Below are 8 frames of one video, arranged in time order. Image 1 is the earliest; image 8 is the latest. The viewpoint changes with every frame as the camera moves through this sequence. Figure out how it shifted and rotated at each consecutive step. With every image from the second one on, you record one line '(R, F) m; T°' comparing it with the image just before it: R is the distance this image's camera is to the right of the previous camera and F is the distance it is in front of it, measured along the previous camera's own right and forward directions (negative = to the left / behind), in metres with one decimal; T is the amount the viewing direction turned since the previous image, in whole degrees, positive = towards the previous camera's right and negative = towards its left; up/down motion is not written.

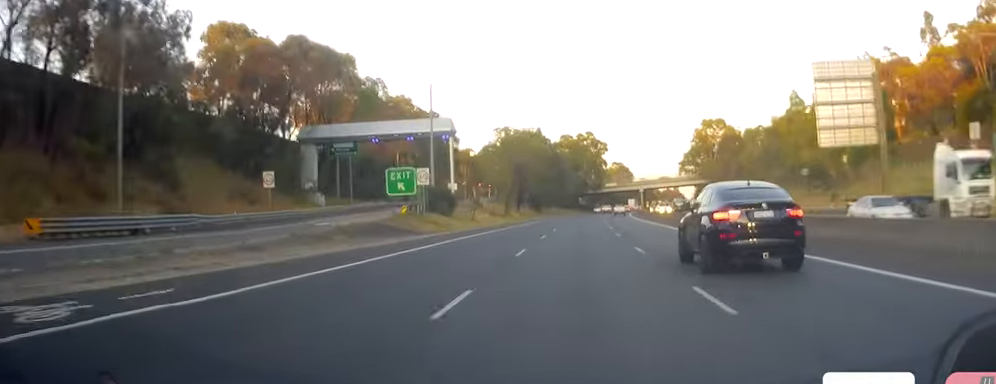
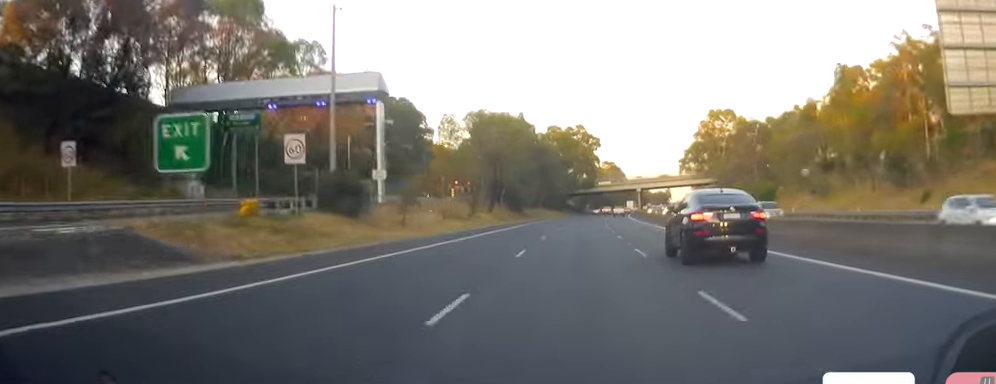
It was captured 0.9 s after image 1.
(+0.4, +24.1) m; +1°
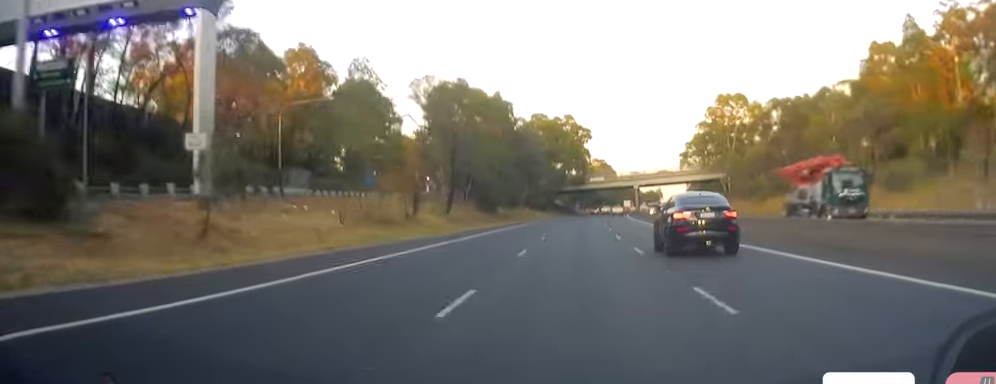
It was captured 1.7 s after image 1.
(+0.2, +23.2) m; +1°
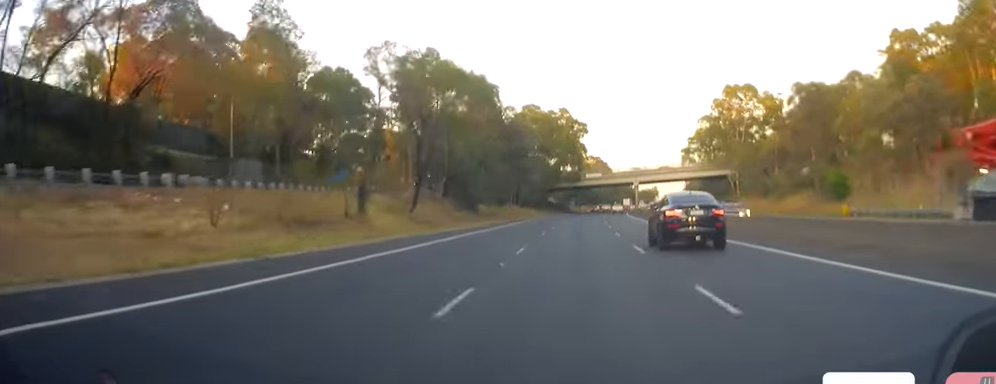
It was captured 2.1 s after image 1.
(-0.1, +12.0) m; 0°
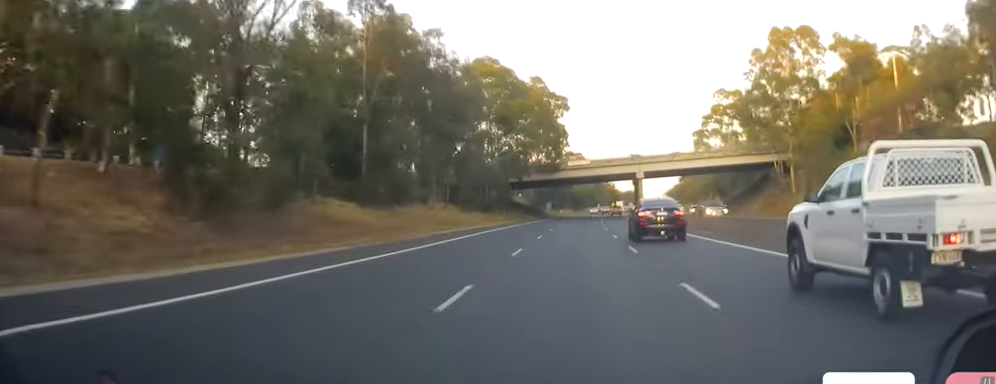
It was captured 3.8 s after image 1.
(+0.9, +46.5) m; +1°
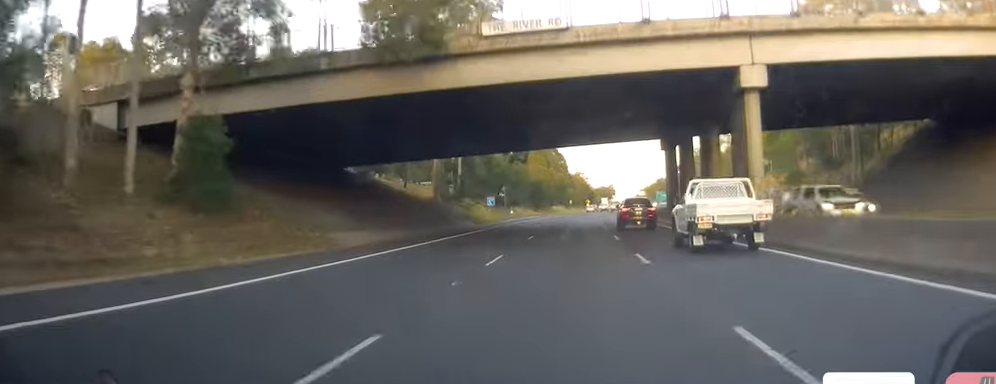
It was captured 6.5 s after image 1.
(+1.4, +76.0) m; +3°
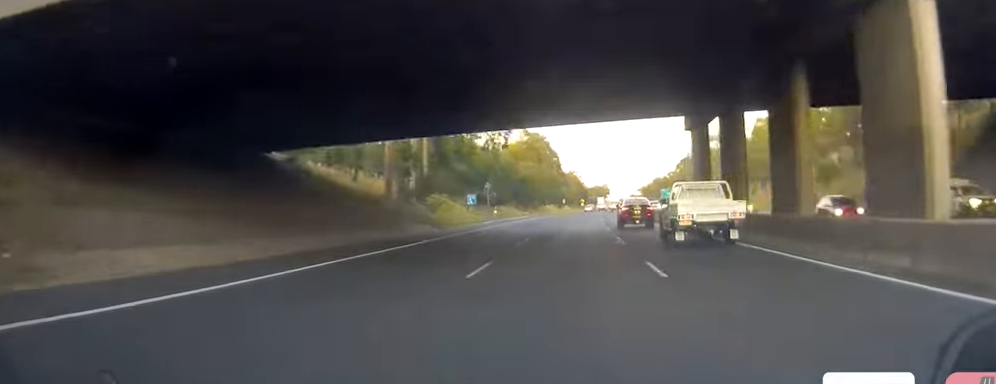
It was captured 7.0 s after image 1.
(-0.1, +15.0) m; +1°
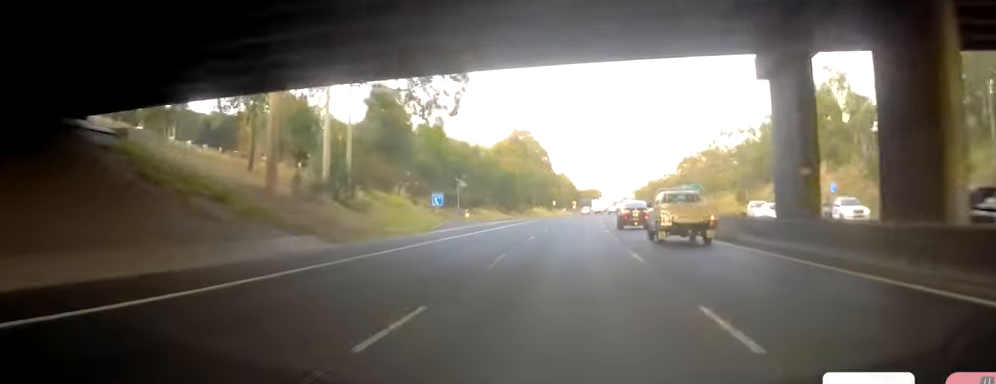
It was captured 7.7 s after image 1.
(+0.3, +18.7) m; +1°
